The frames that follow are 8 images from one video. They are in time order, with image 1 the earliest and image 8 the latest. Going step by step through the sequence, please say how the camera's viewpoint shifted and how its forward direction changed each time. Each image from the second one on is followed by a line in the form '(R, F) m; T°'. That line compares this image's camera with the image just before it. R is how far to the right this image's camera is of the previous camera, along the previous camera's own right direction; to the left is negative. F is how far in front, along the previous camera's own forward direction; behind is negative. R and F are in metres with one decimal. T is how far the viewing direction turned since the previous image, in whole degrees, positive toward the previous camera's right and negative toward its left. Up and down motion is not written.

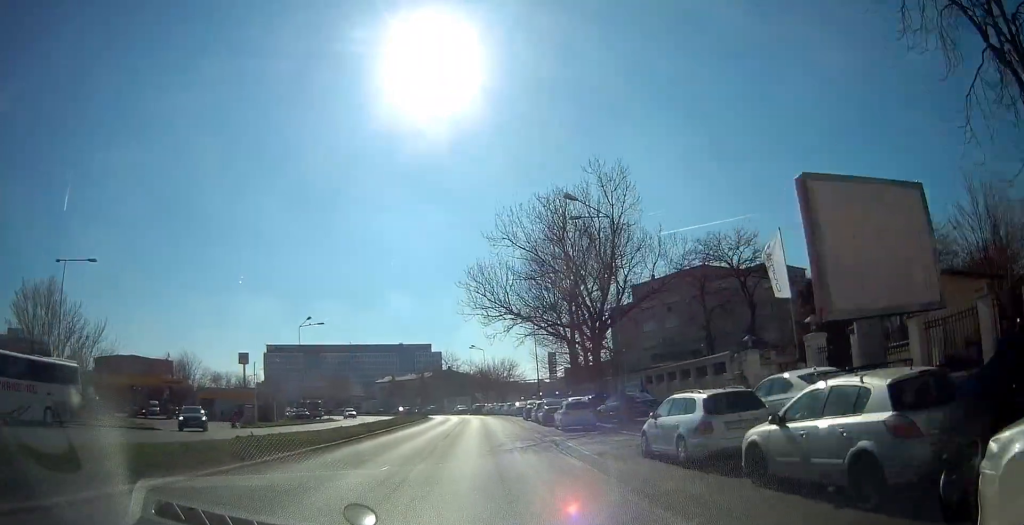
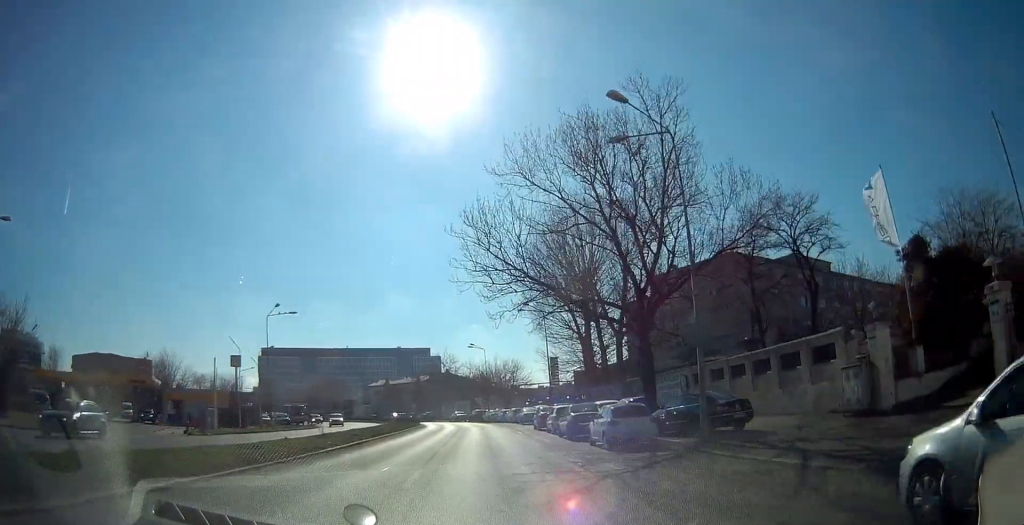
(+0.1, +9.3) m; 0°
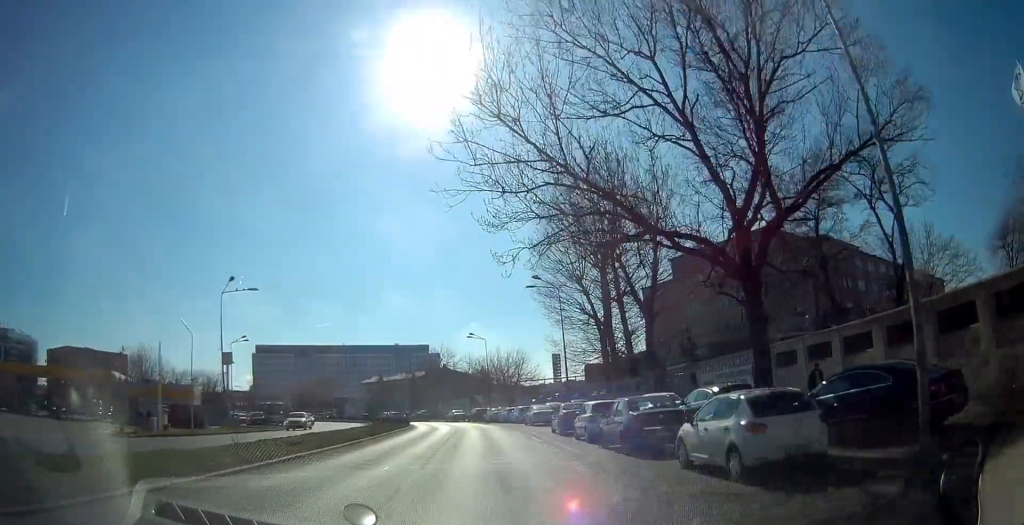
(-0.1, +9.4) m; -1°
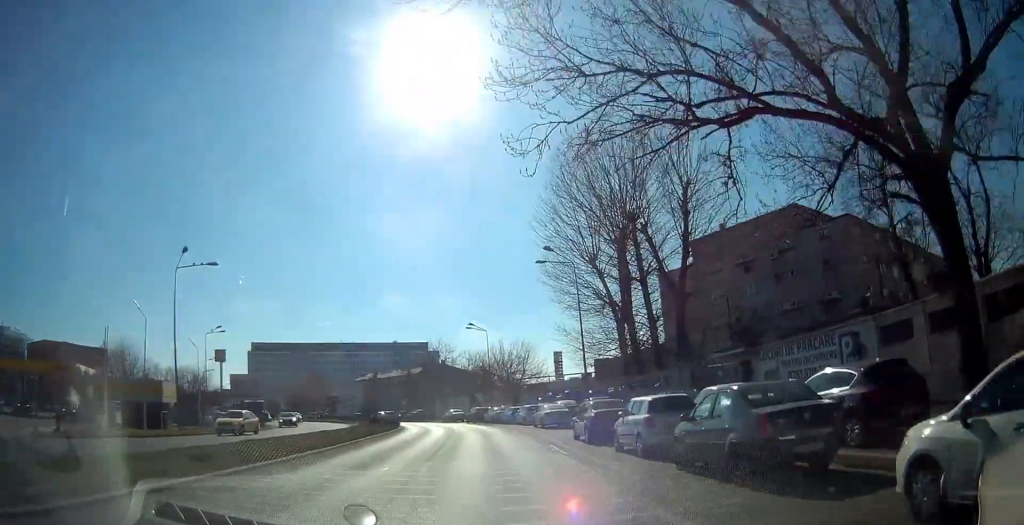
(0.0, +6.9) m; -1°
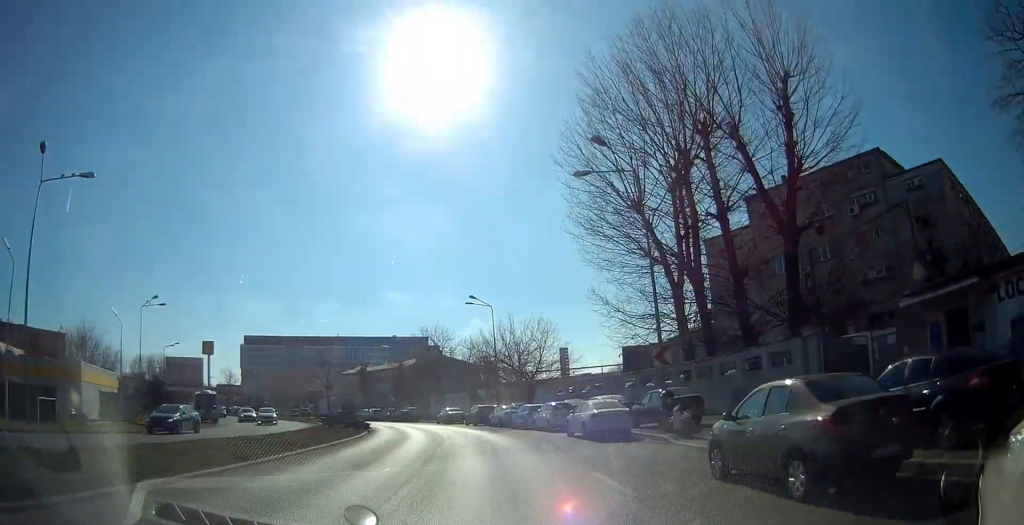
(-0.1, +13.5) m; -1°
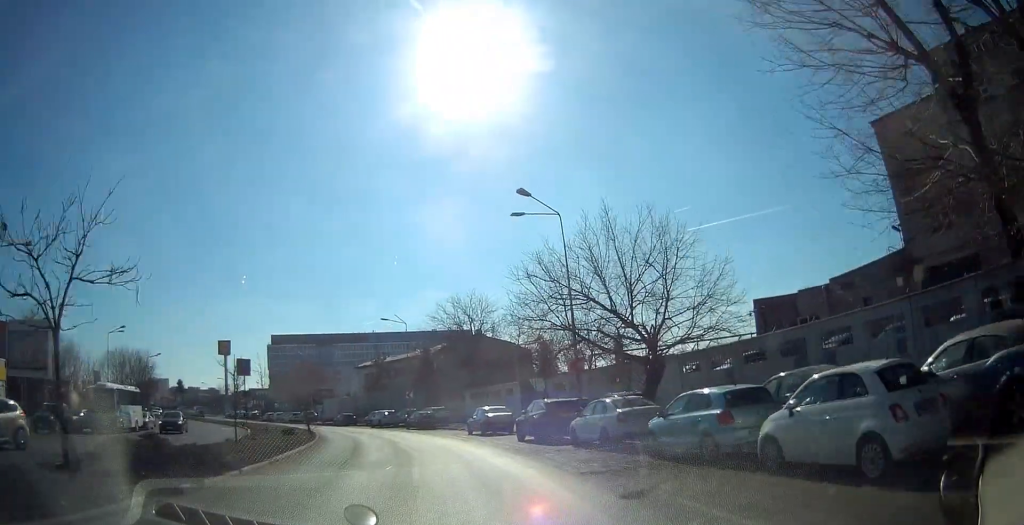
(-0.9, +23.4) m; -5°
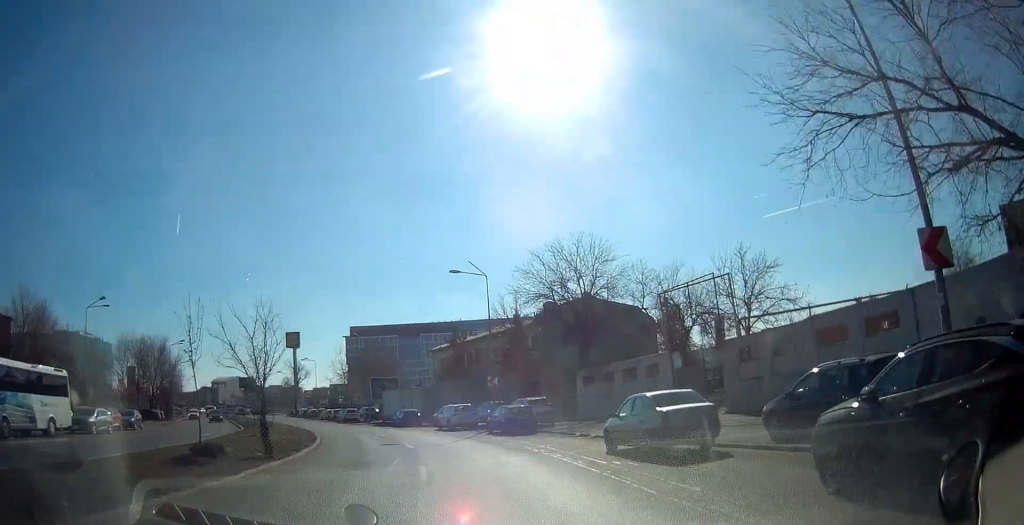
(-1.0, +19.1) m; -7°
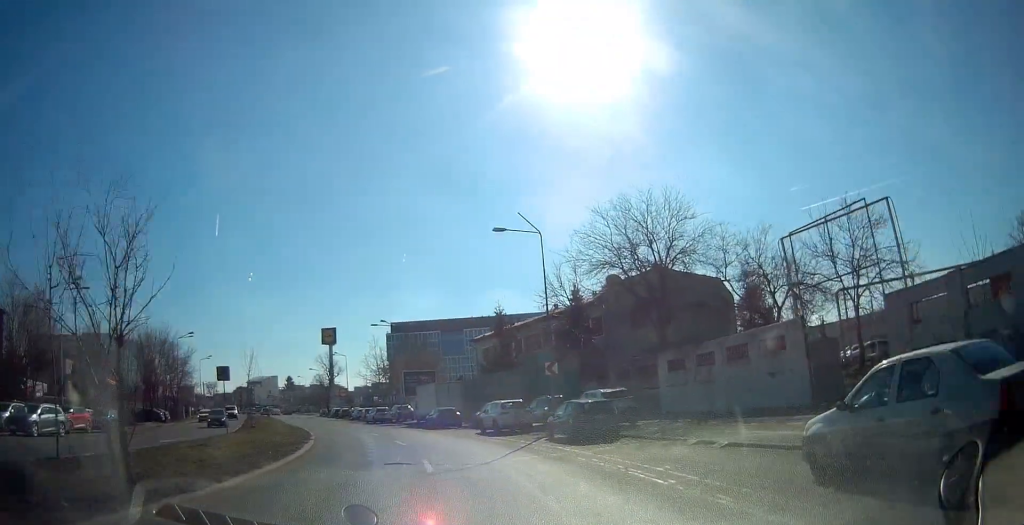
(-0.2, +9.7) m; -4°
